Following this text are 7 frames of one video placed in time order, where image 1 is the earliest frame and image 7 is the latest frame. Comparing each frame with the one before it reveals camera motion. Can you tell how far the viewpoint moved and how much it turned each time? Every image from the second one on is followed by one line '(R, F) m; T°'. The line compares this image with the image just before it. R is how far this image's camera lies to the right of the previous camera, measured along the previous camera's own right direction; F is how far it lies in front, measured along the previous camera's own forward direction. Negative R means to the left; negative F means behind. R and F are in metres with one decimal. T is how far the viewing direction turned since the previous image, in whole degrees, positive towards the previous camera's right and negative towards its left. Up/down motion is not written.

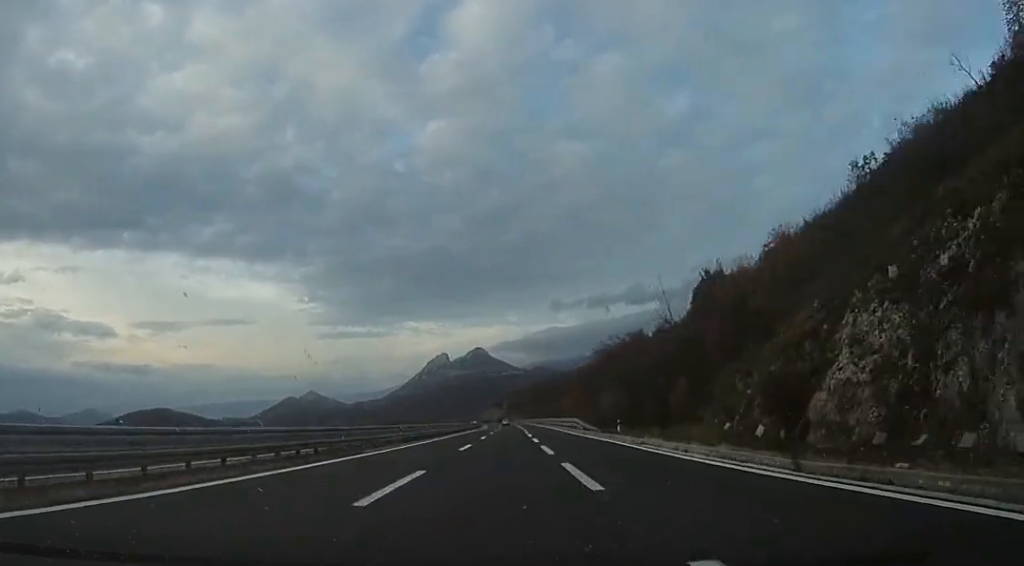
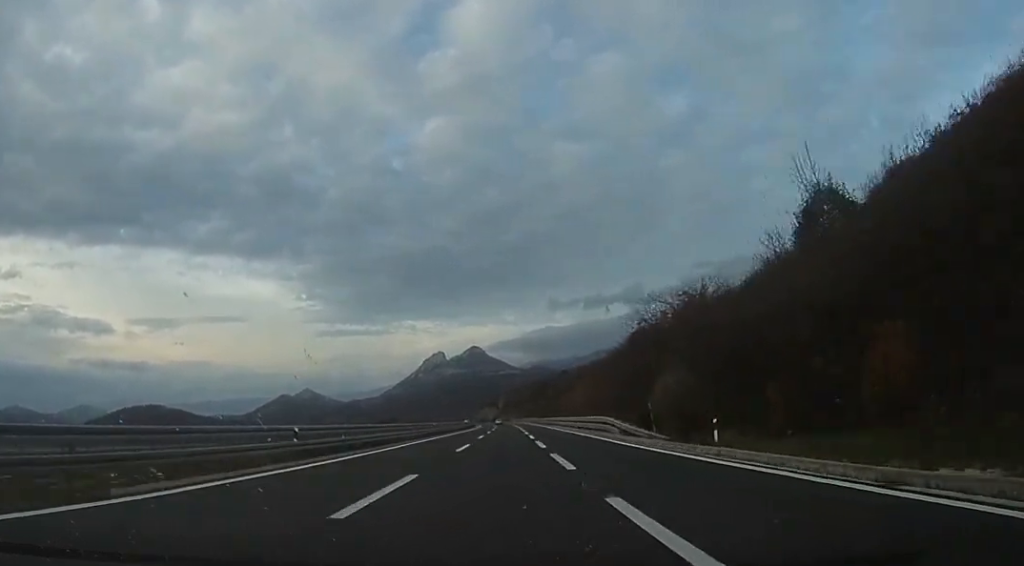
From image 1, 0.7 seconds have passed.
(+0.3, +19.0) m; +1°
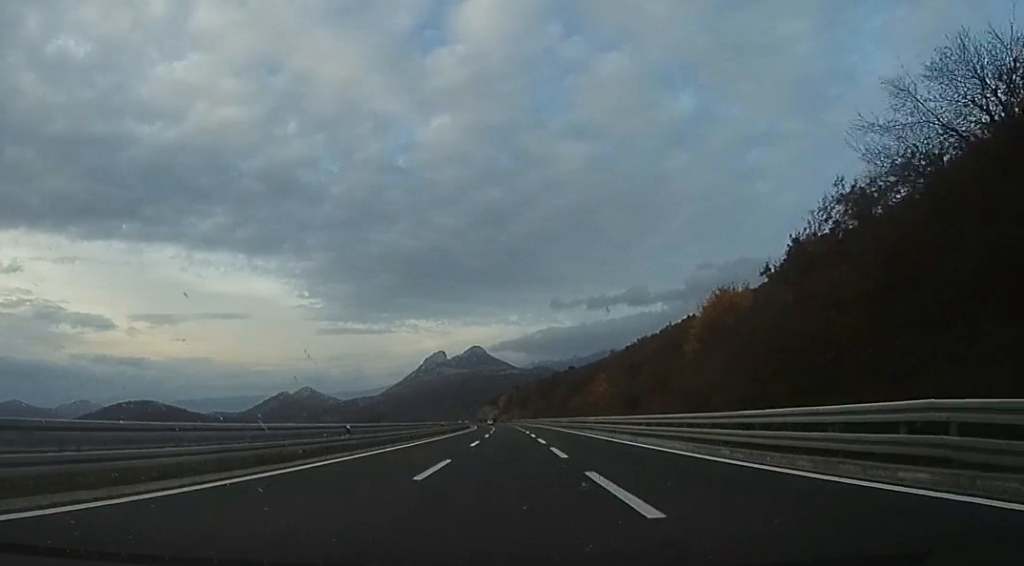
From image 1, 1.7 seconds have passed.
(0.0, +30.2) m; 0°
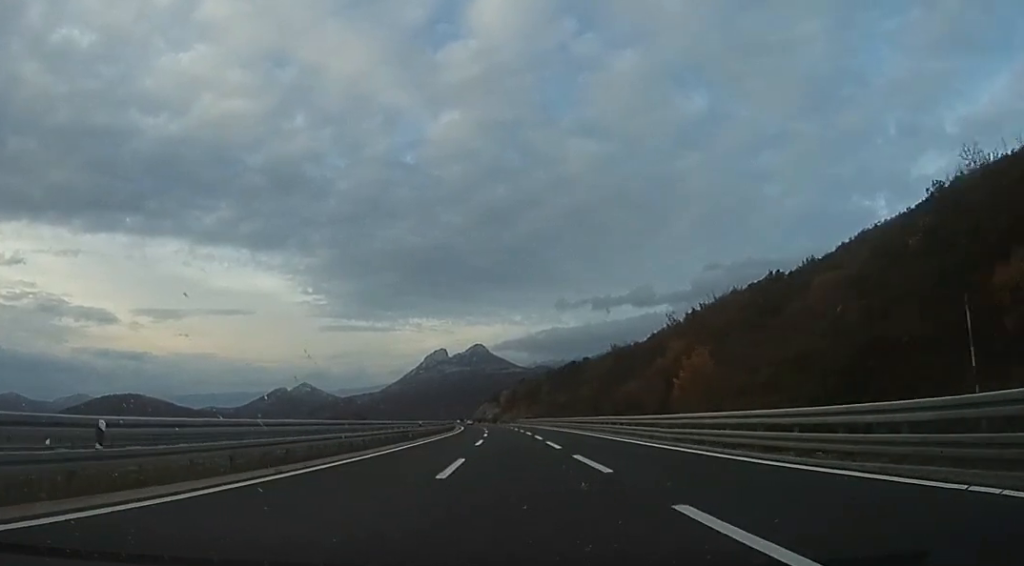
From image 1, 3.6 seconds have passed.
(0.0, +52.3) m; 0°
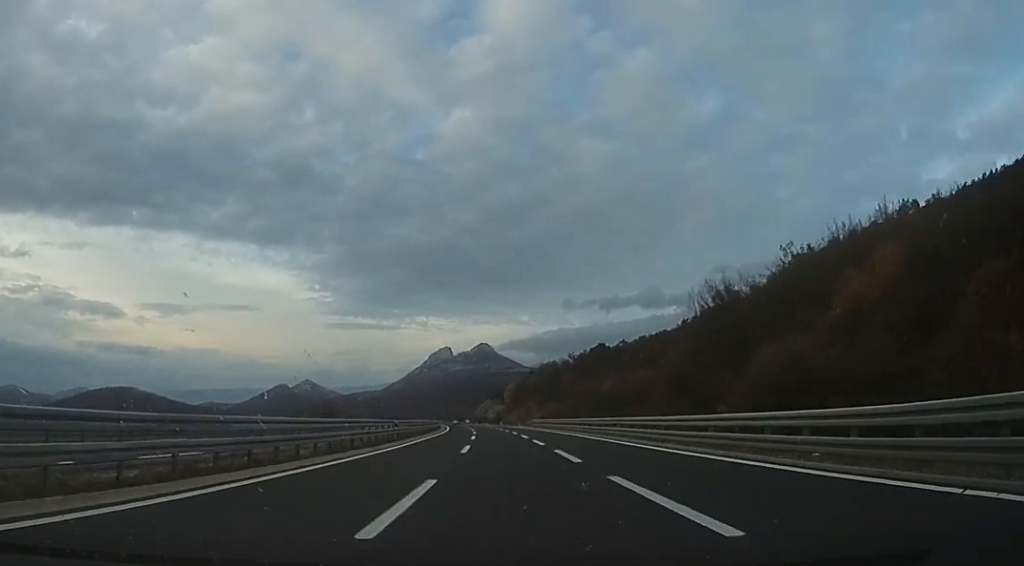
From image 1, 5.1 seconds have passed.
(+0.9, +42.8) m; +1°
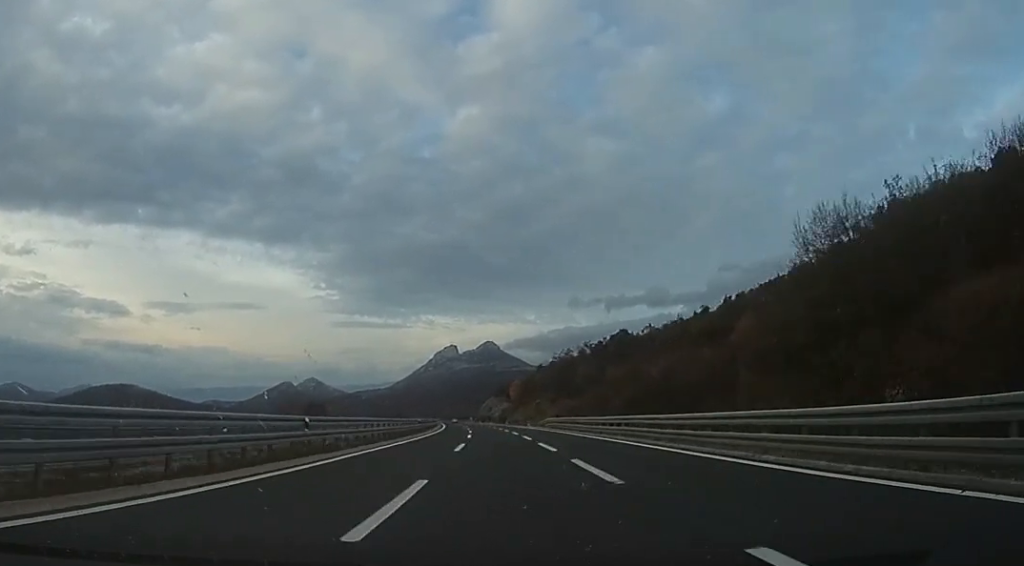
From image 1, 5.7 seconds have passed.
(+0.2, +18.2) m; -1°
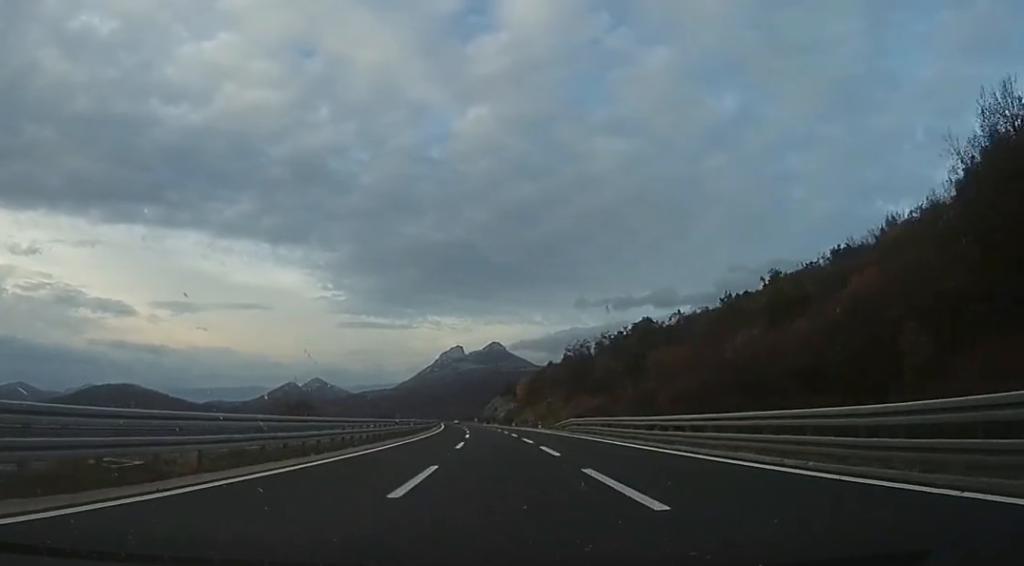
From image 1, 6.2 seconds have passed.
(-0.8, +14.3) m; -1°
